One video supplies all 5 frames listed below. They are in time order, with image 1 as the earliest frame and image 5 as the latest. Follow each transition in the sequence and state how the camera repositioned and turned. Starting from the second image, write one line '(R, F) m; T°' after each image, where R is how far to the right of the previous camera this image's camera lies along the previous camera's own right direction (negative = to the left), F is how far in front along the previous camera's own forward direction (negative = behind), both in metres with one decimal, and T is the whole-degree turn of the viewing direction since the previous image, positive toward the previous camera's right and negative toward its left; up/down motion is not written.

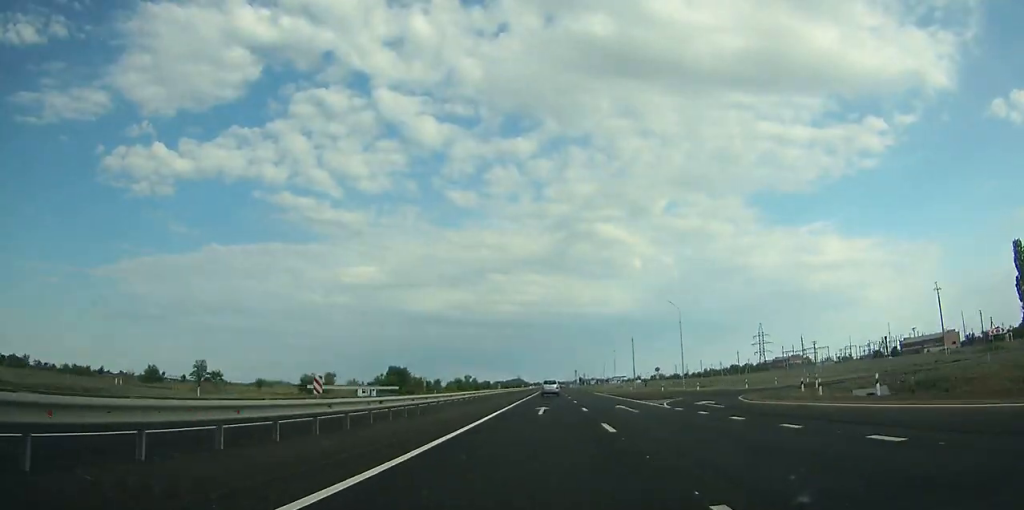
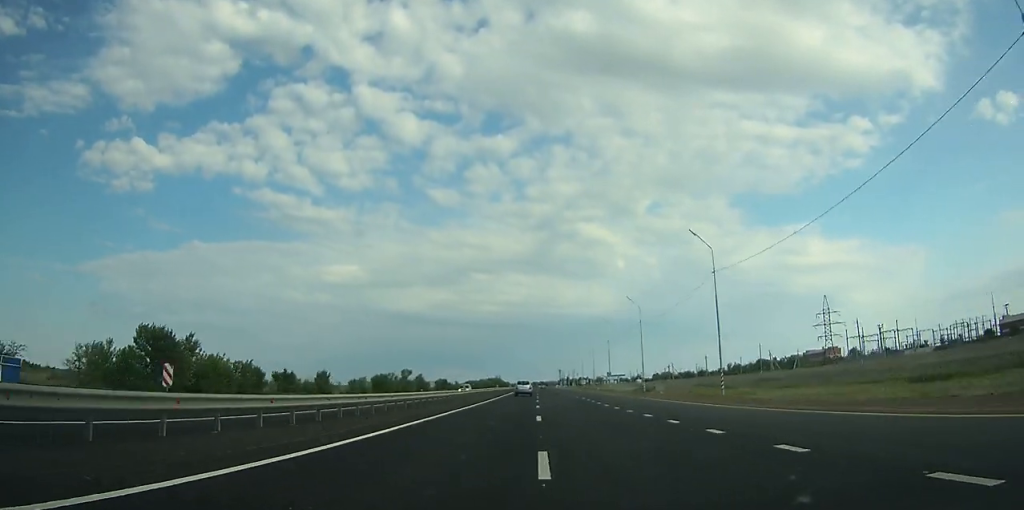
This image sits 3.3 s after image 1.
(+0.3, +94.5) m; 0°
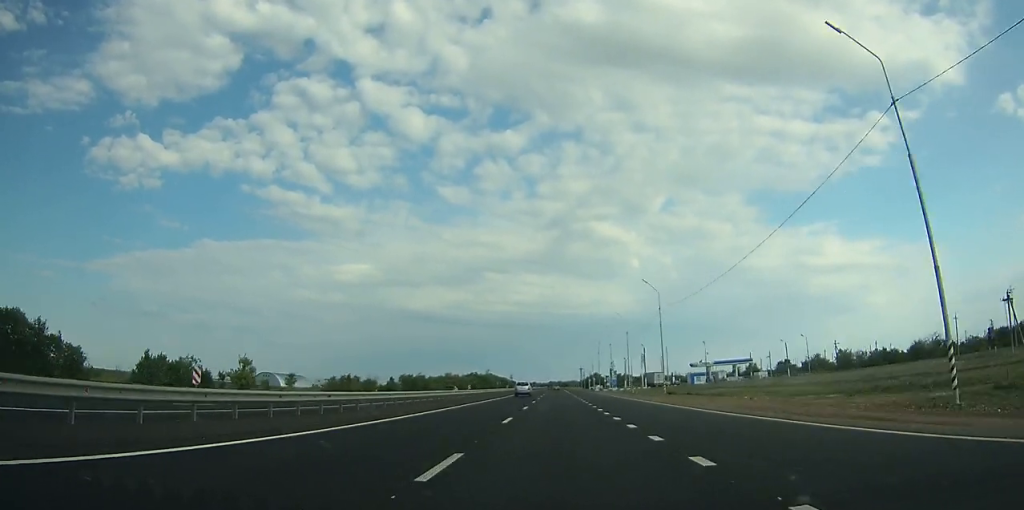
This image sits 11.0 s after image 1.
(-2.3, +220.5) m; -1°
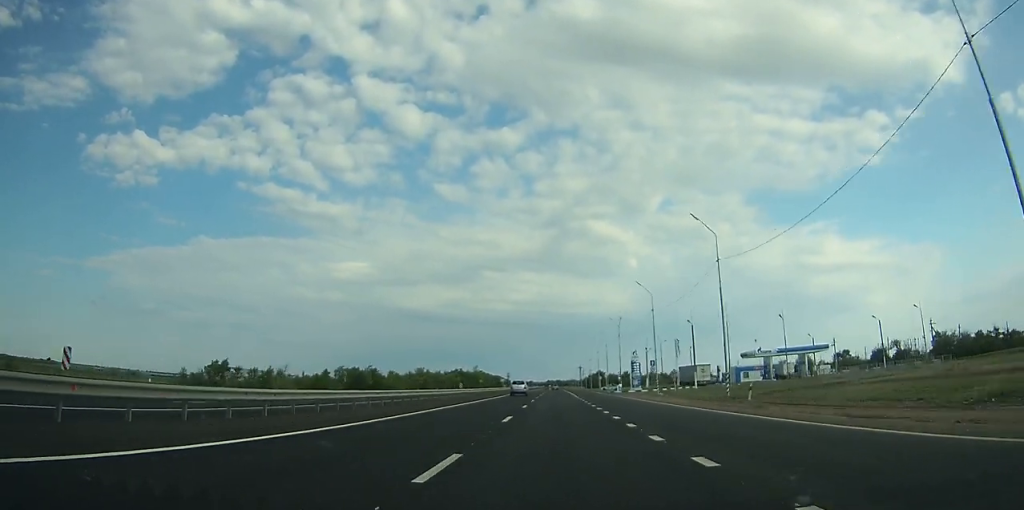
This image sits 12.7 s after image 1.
(+0.2, +48.3) m; 0°
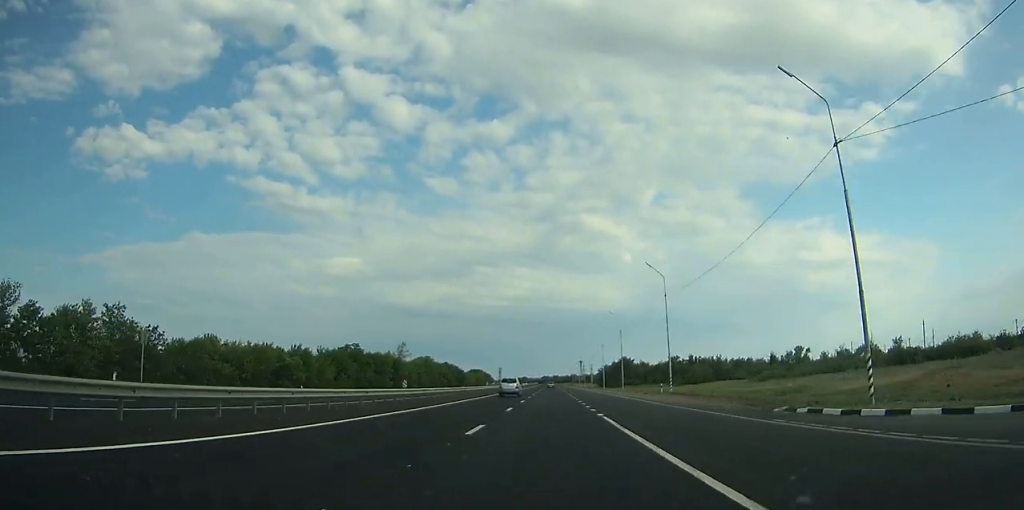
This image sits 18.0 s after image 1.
(+0.5, +148.9) m; 0°
